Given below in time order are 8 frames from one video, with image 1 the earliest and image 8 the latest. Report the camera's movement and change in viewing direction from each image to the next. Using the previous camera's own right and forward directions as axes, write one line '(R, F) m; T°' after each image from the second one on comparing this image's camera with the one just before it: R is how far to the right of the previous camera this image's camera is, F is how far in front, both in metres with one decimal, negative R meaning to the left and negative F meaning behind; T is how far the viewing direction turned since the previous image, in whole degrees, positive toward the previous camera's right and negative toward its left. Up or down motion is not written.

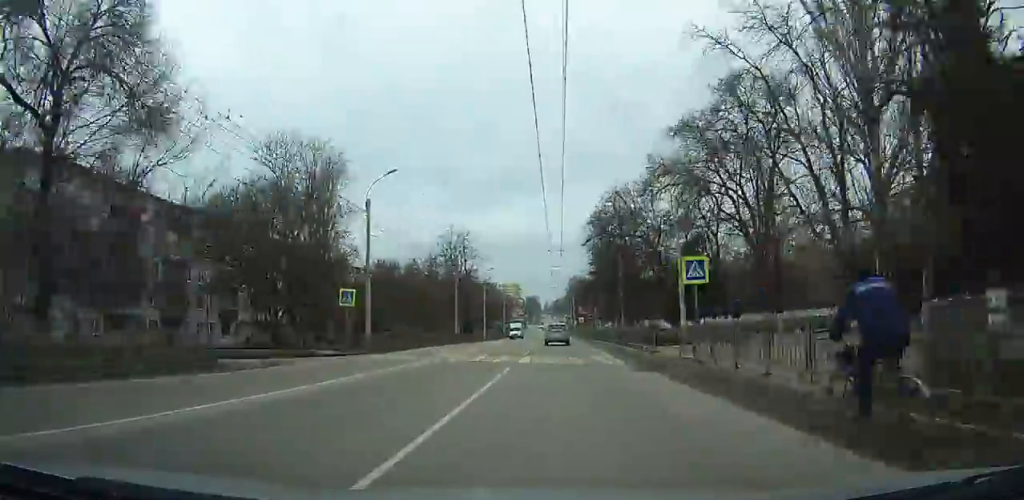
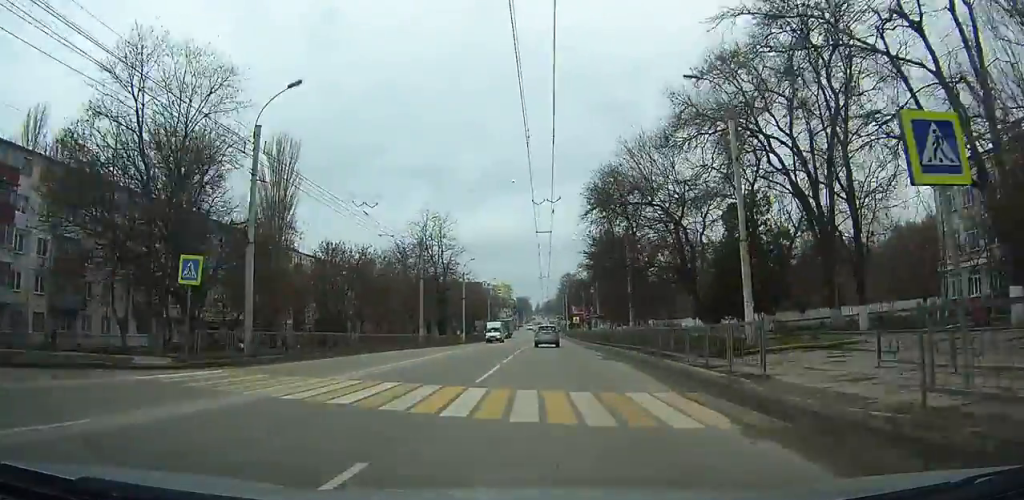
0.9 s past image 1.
(-0.1, +13.7) m; 0°
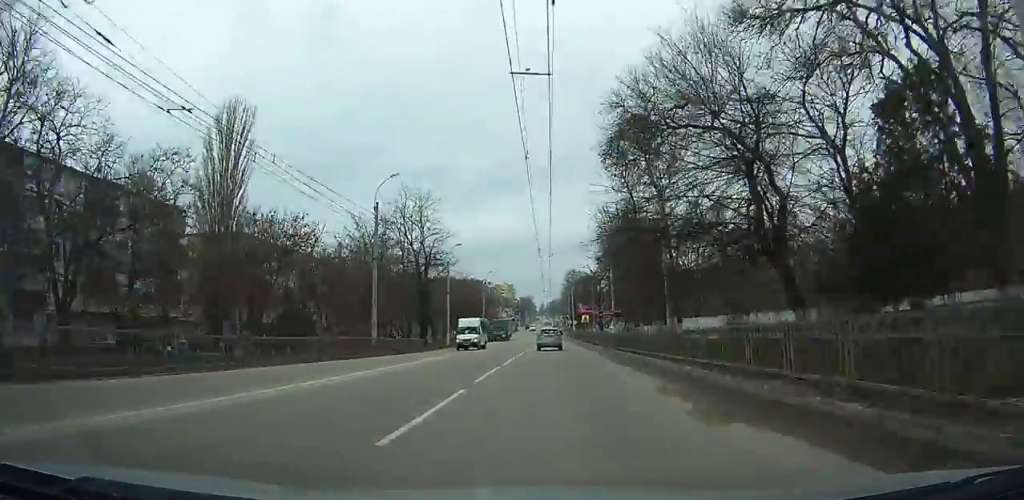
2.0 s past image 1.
(0.0, +15.2) m; 0°
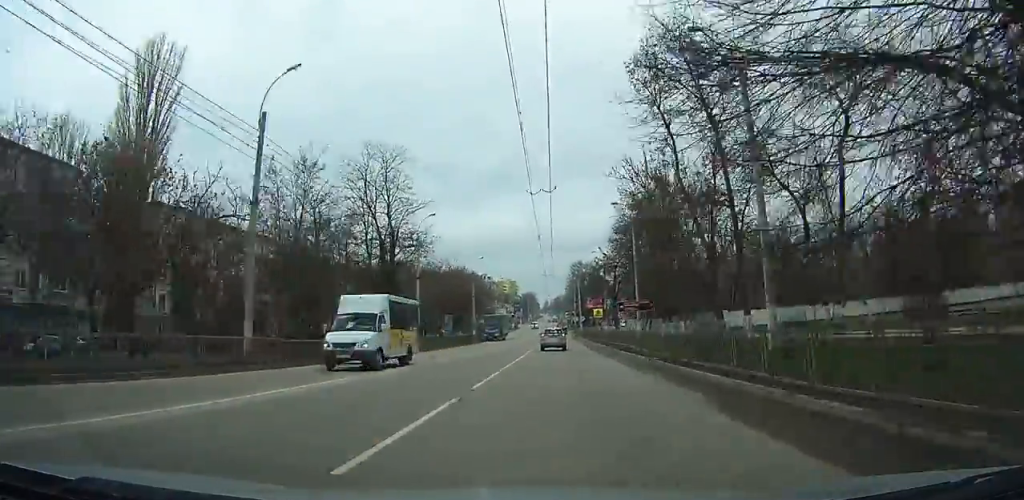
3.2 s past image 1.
(+0.2, +16.8) m; 0°
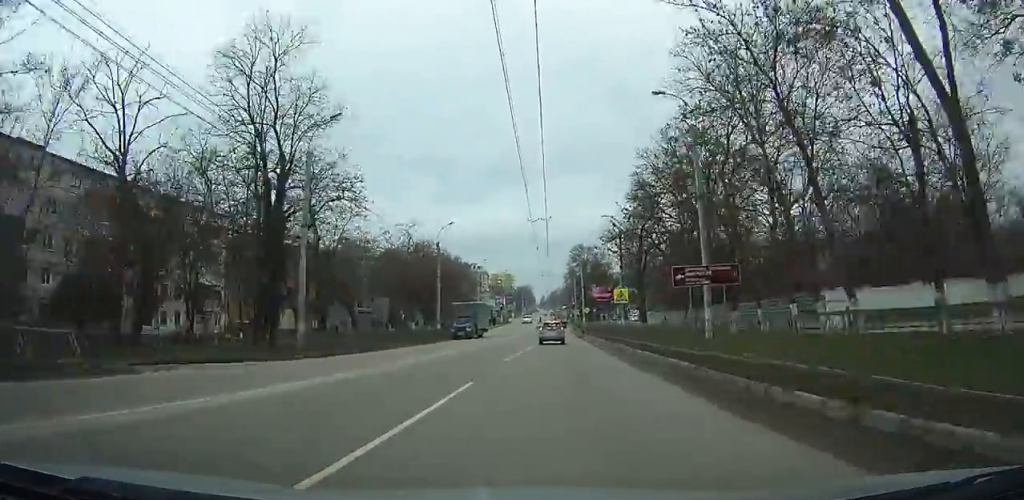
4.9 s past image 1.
(0.0, +22.9) m; -1°
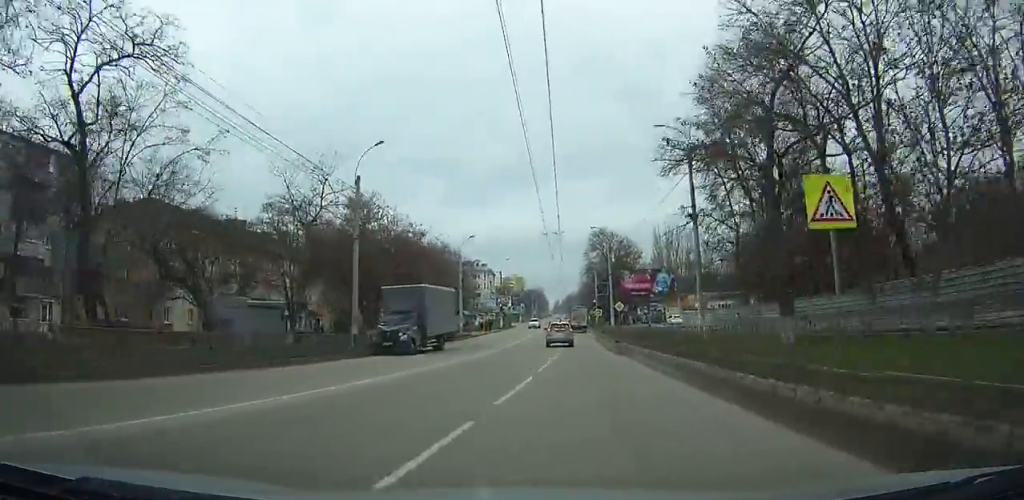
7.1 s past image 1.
(-0.8, +26.7) m; -2°
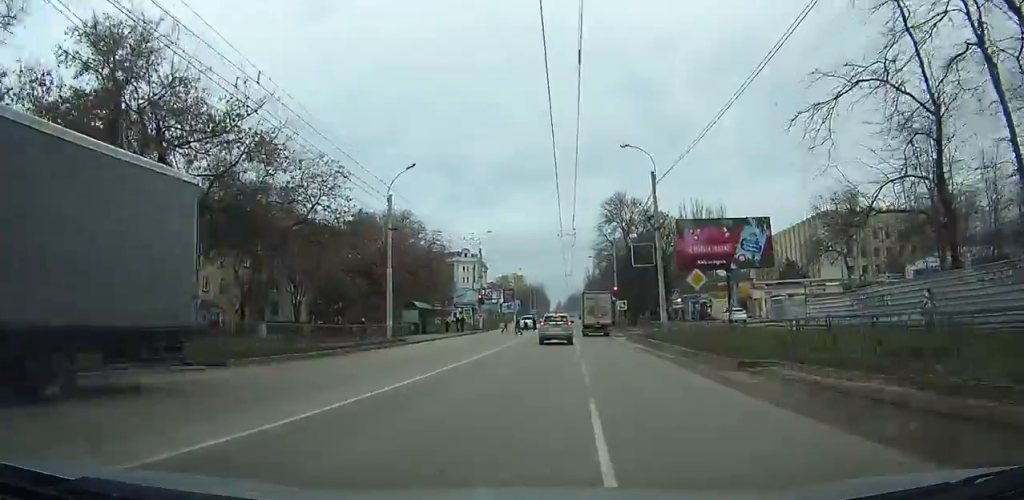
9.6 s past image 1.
(+0.3, +25.5) m; +2°
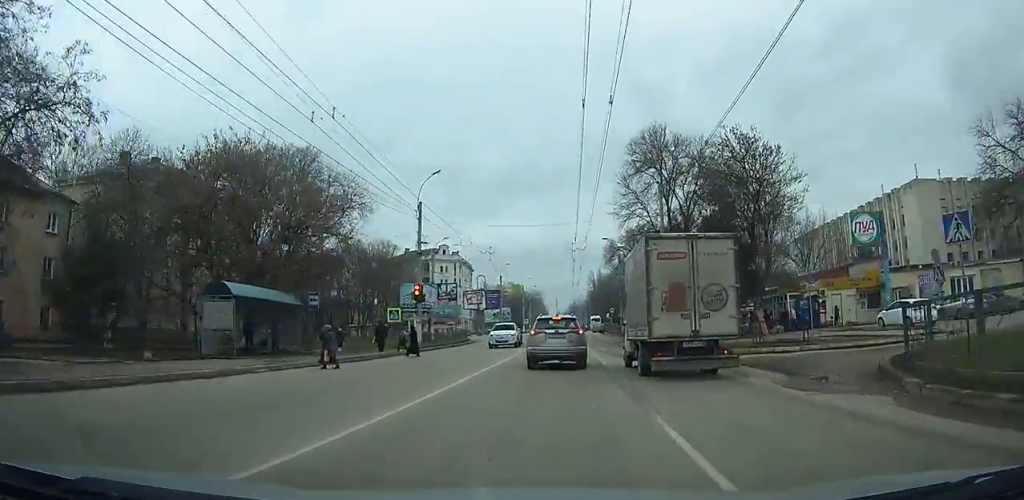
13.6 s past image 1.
(+1.3, +30.2) m; +4°
